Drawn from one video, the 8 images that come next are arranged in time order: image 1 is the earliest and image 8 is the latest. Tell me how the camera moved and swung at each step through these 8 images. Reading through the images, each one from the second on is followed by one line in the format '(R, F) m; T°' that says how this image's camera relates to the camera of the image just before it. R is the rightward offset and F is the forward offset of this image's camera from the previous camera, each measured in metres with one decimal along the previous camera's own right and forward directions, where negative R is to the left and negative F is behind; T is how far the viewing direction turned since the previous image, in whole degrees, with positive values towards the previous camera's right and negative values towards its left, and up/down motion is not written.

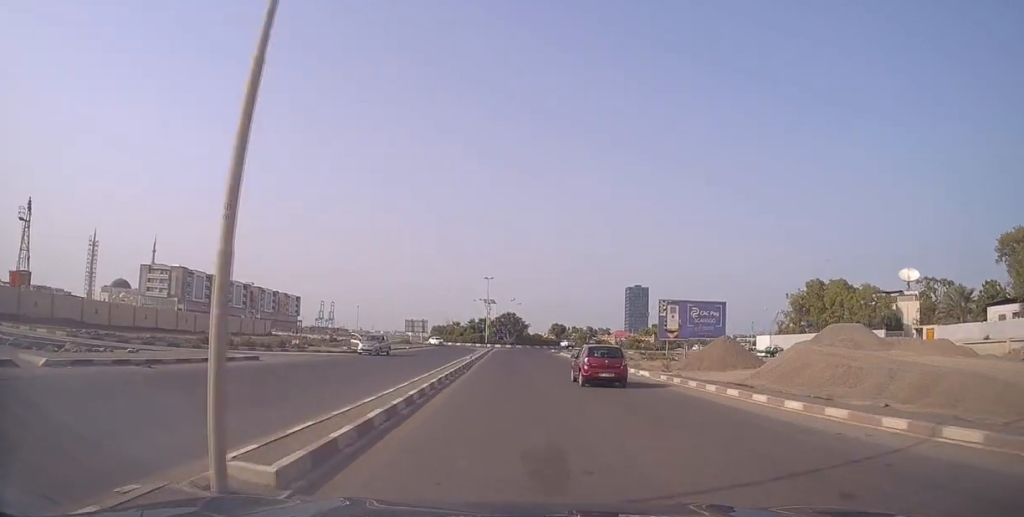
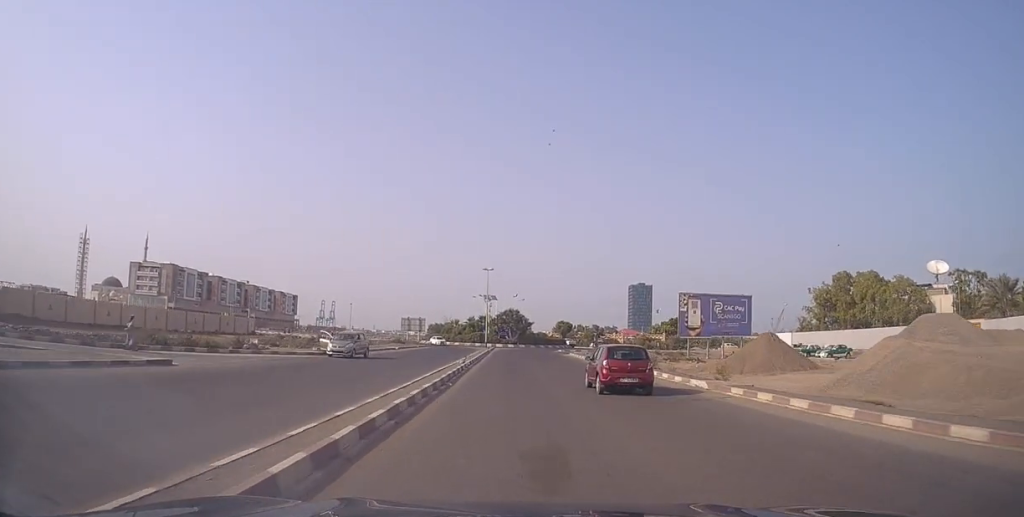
(0.0, +8.0) m; 0°
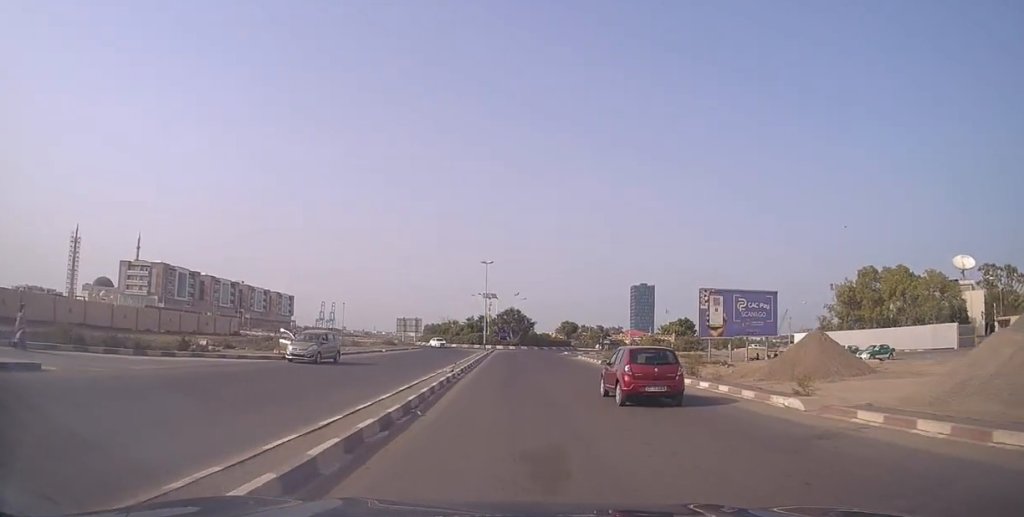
(0.0, +7.3) m; 0°
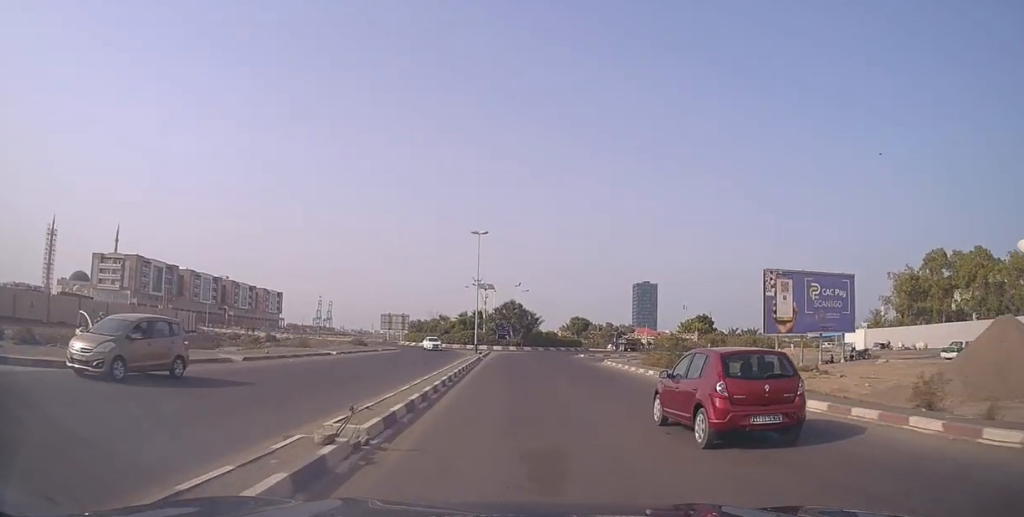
(-0.1, +18.7) m; -2°
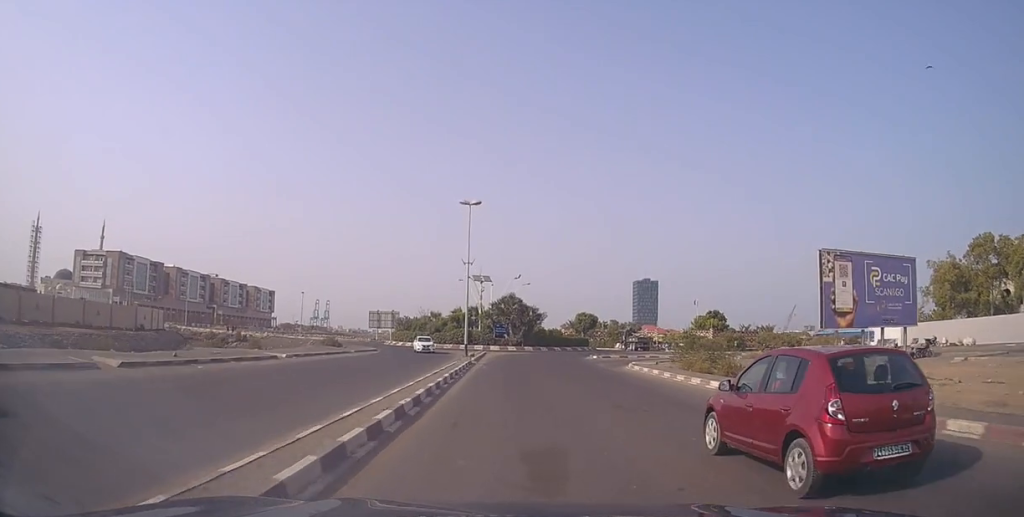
(-0.4, +10.2) m; 0°
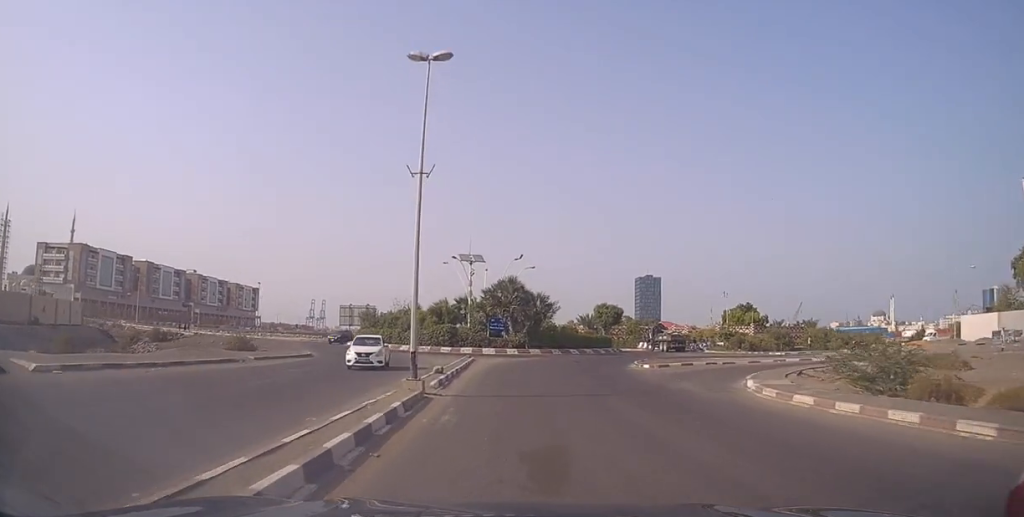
(+0.6, +20.0) m; +2°
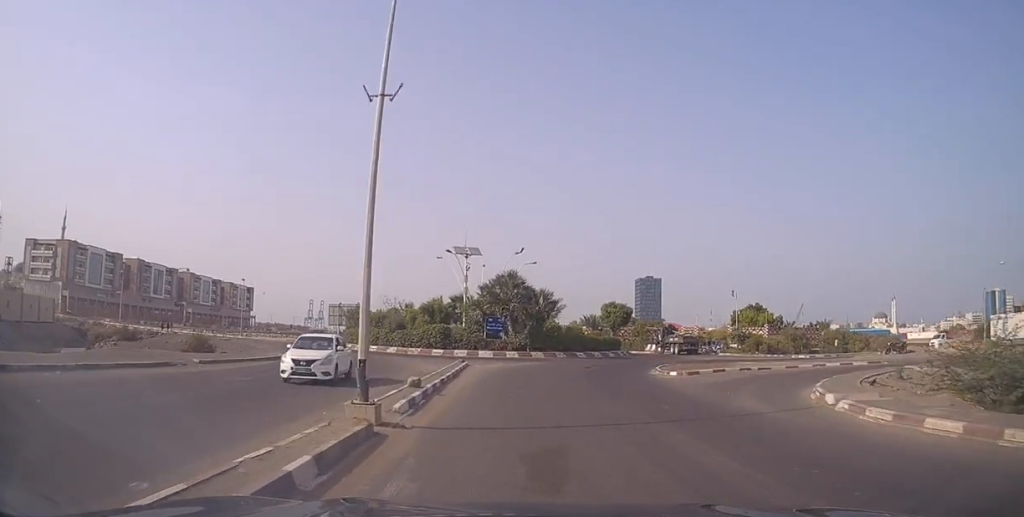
(+0.1, +5.7) m; 0°
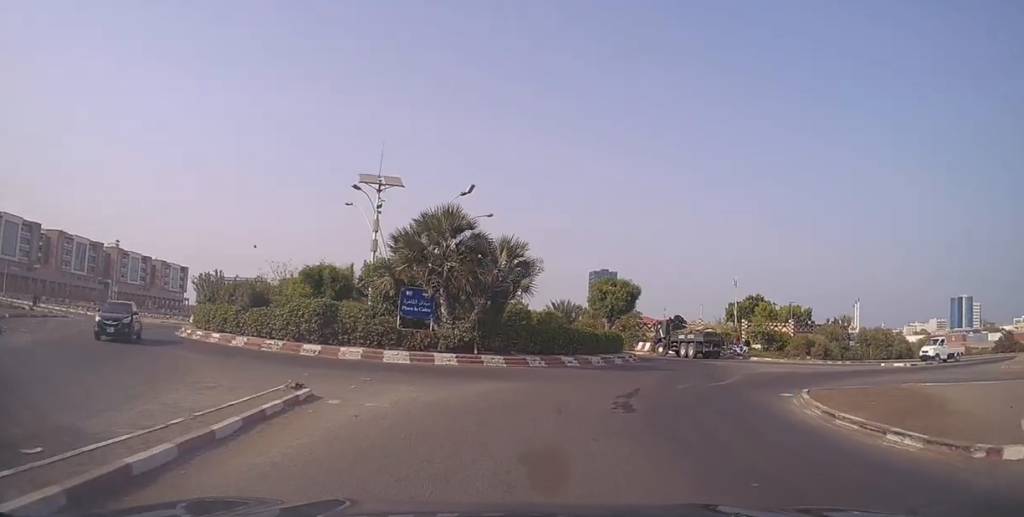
(+0.6, +20.7) m; +6°
